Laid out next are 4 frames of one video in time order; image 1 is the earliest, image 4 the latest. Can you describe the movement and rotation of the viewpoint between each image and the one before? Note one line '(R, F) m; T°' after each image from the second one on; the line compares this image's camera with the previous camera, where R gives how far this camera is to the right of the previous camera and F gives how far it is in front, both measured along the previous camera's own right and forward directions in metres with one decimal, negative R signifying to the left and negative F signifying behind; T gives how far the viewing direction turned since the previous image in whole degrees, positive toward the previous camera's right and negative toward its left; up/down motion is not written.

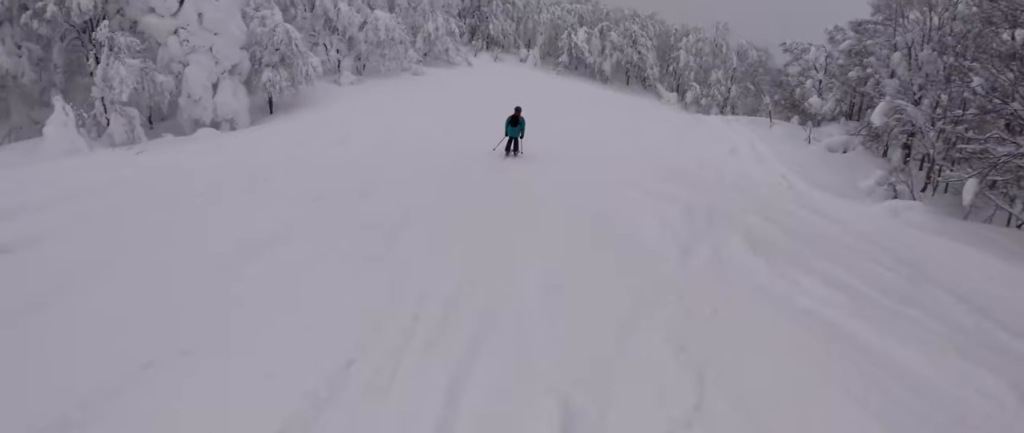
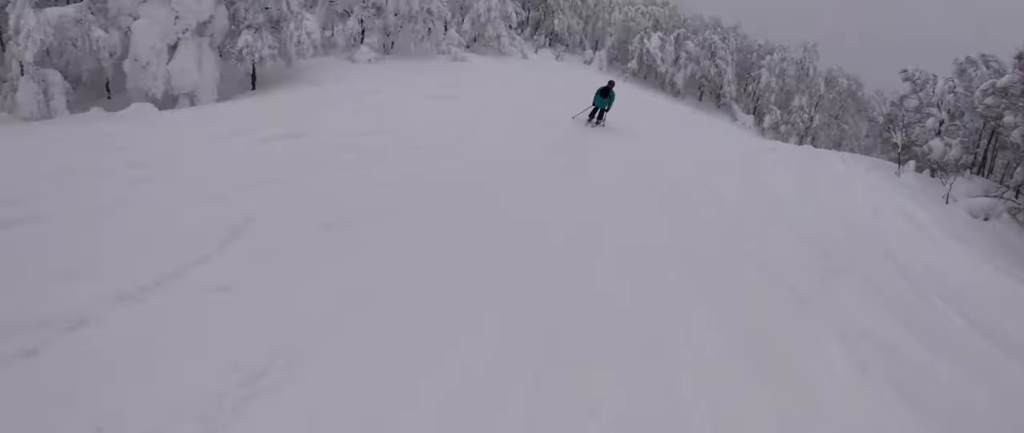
(0.0, +6.1) m; +4°
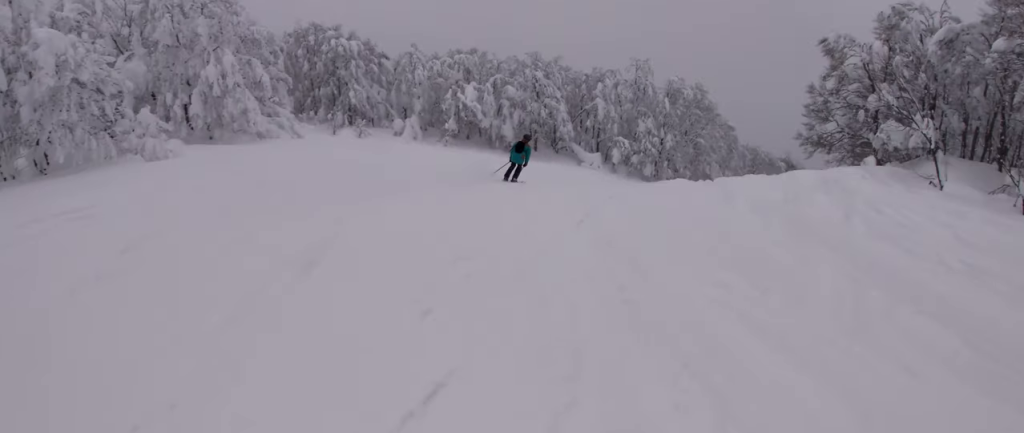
(+0.6, +10.6) m; +14°
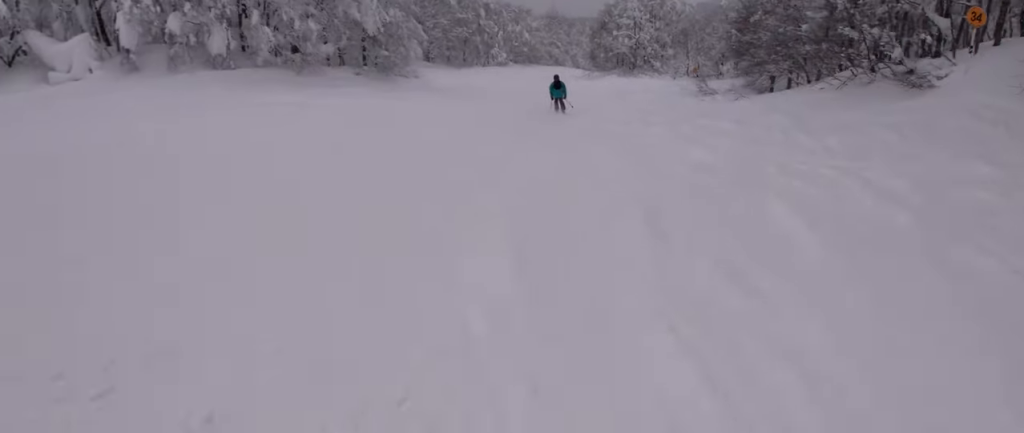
(+13.4, +32.1) m; +28°
